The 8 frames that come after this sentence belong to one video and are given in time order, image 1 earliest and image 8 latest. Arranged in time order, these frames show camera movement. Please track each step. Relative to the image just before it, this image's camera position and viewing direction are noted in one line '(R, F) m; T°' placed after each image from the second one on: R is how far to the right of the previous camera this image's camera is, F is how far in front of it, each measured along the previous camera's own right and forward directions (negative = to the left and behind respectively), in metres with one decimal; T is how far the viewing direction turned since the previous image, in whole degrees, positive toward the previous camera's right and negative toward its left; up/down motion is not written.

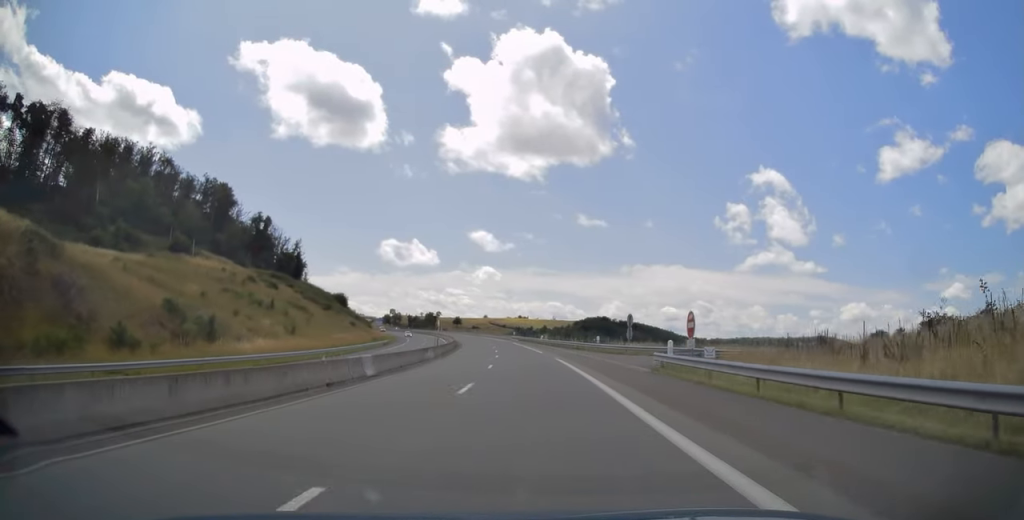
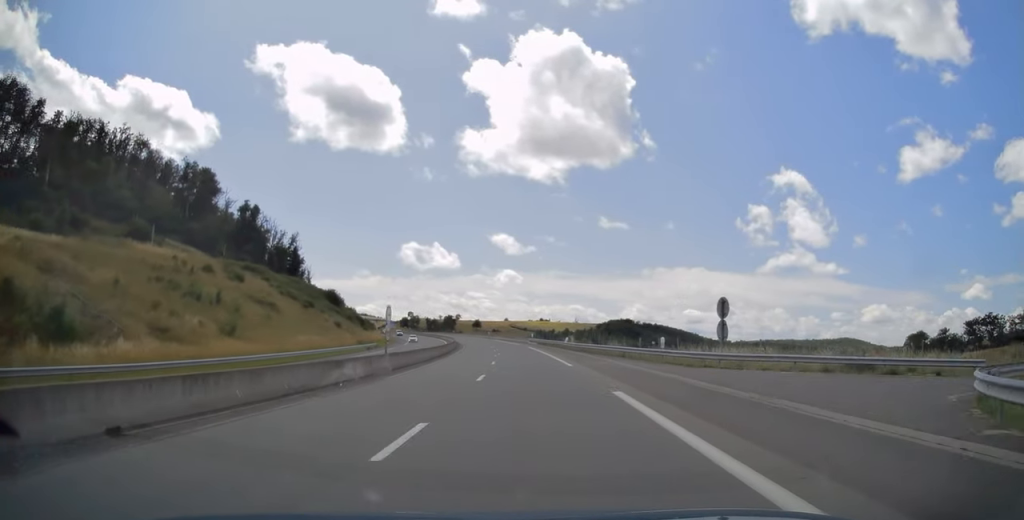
(-0.7, +21.7) m; -3°
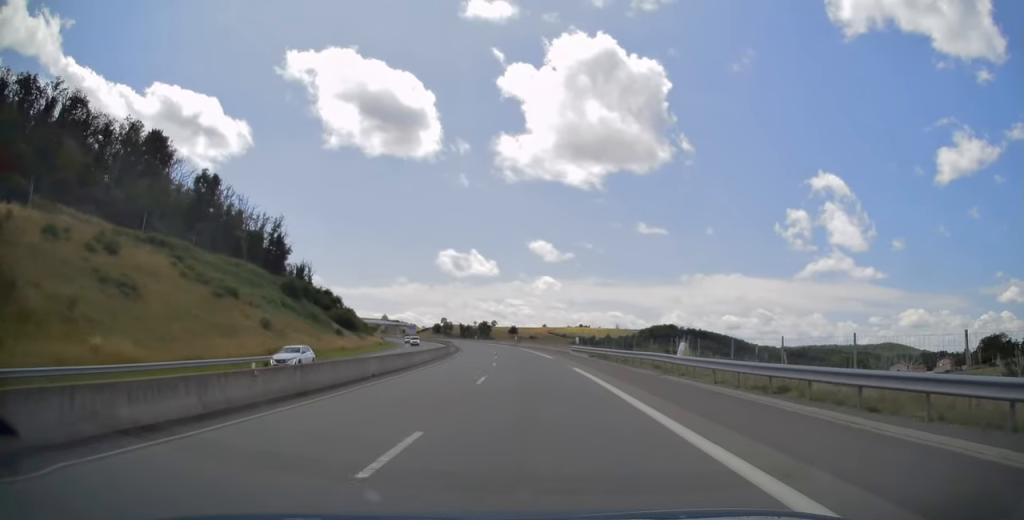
(-1.5, +40.0) m; -3°
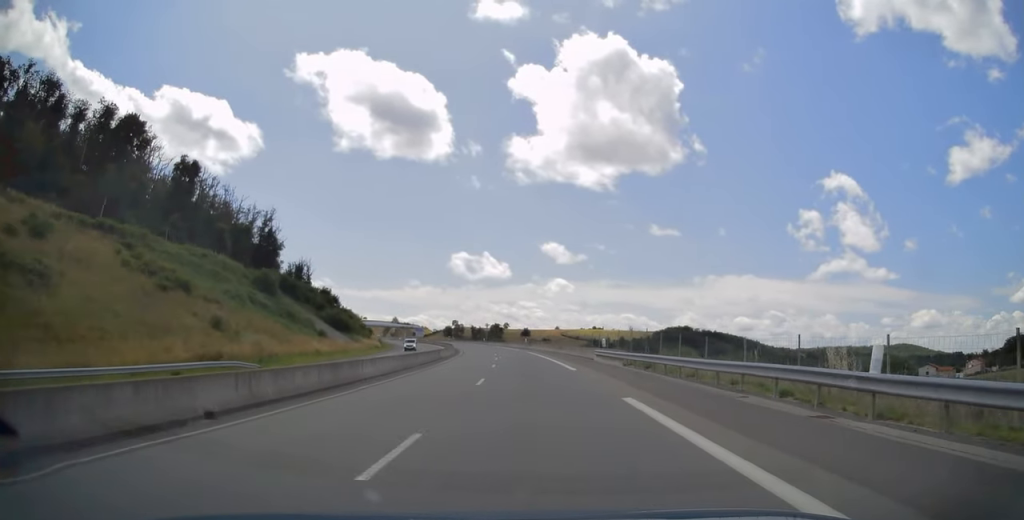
(-0.1, +13.2) m; -1°
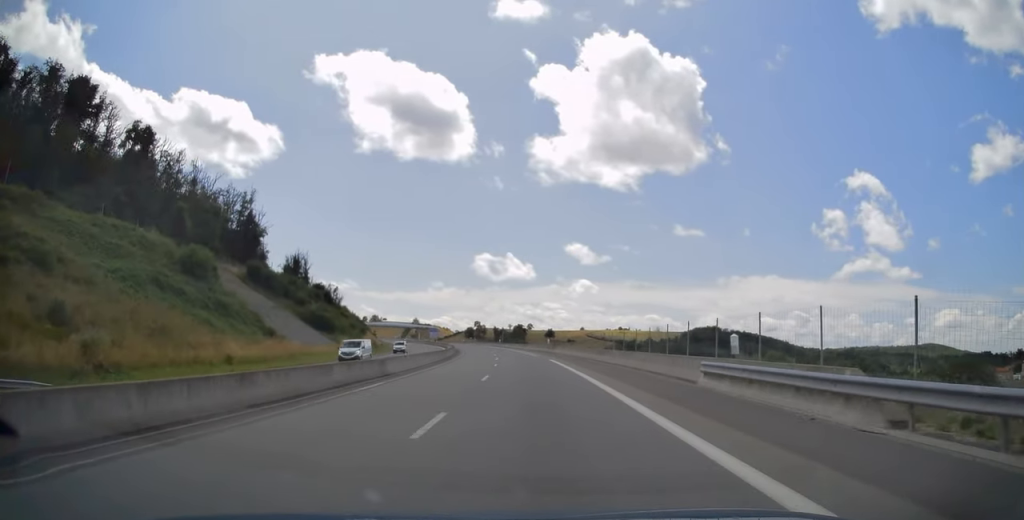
(-0.3, +23.3) m; -2°
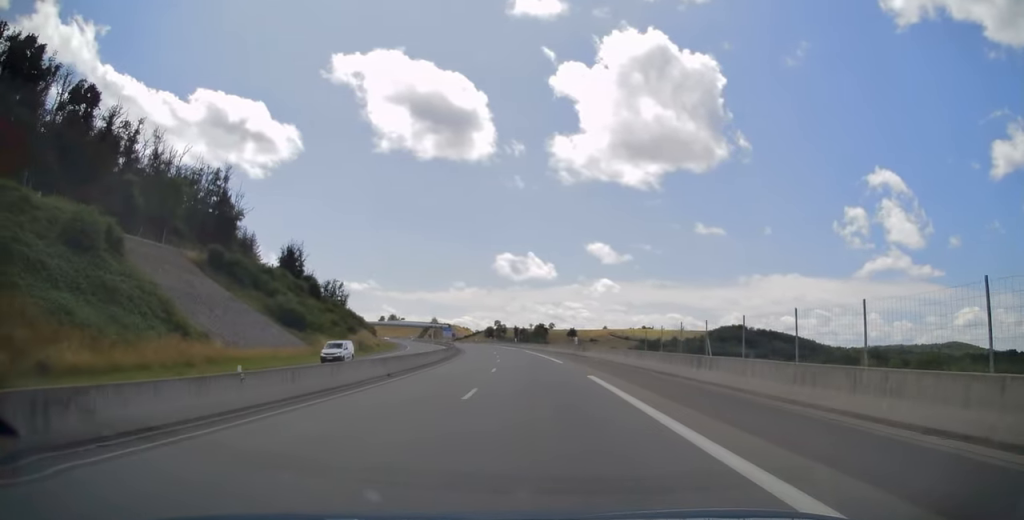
(-0.1, +20.3) m; -2°
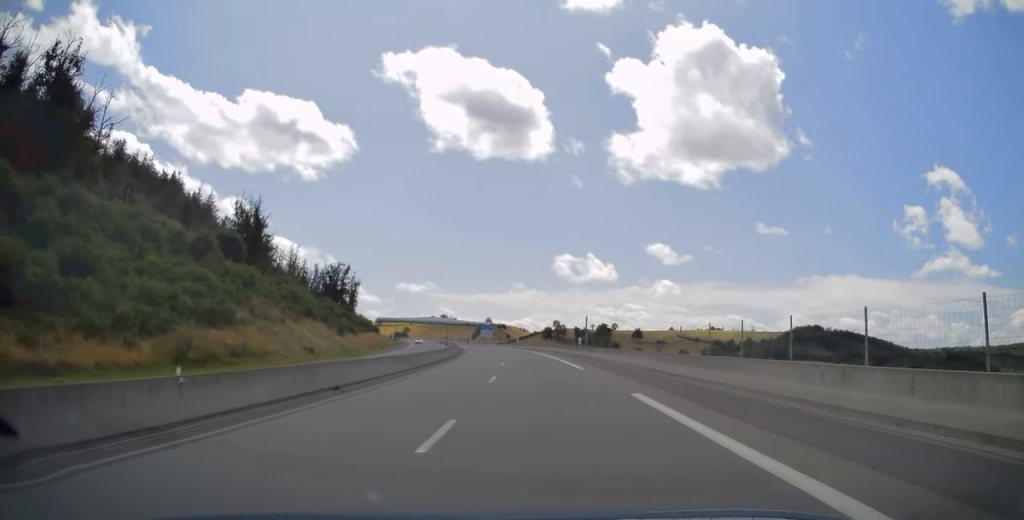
(-3.2, +59.3) m; -6°
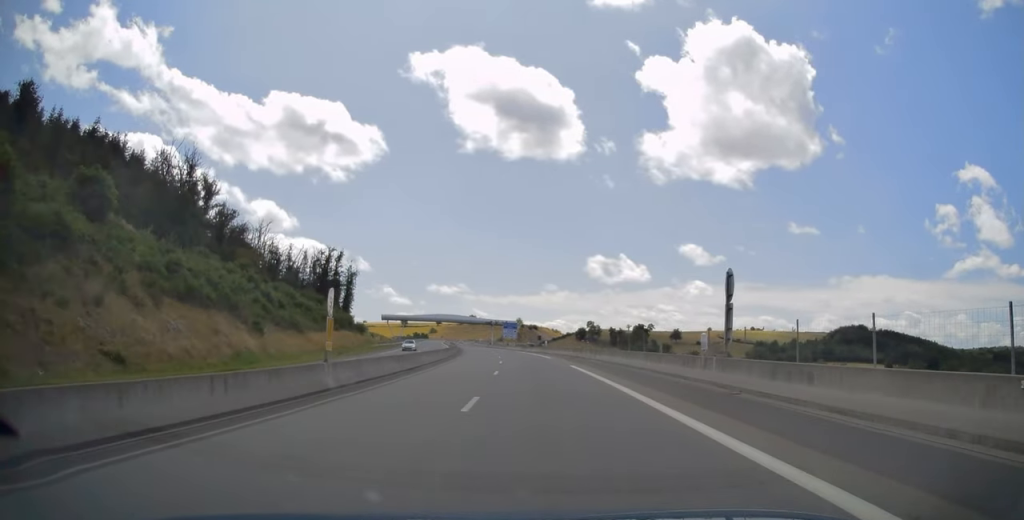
(-0.9, +34.9) m; -3°
